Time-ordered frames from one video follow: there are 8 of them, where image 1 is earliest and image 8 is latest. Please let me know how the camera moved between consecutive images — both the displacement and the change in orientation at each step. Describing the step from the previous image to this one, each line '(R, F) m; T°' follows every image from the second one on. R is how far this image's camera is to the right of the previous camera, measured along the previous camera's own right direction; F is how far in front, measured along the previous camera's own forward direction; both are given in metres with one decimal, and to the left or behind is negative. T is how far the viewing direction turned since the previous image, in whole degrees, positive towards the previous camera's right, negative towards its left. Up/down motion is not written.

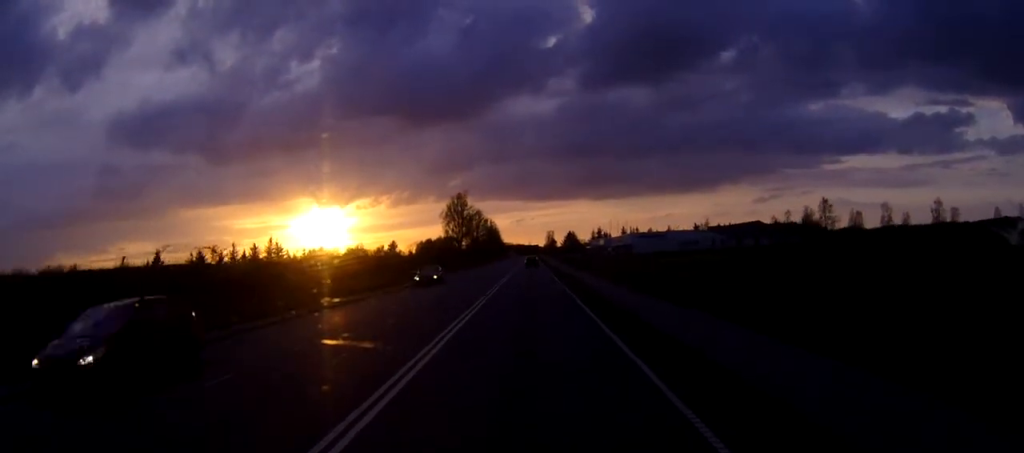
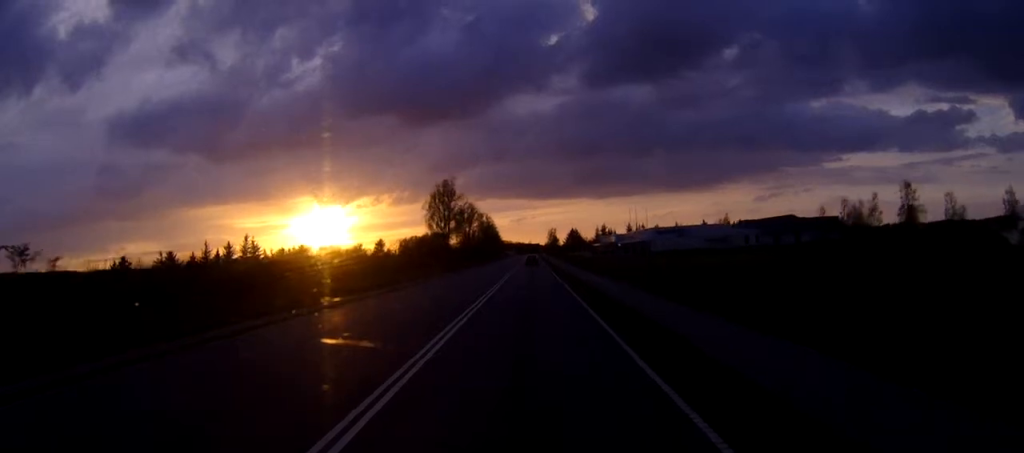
(0.0, +25.5) m; 0°
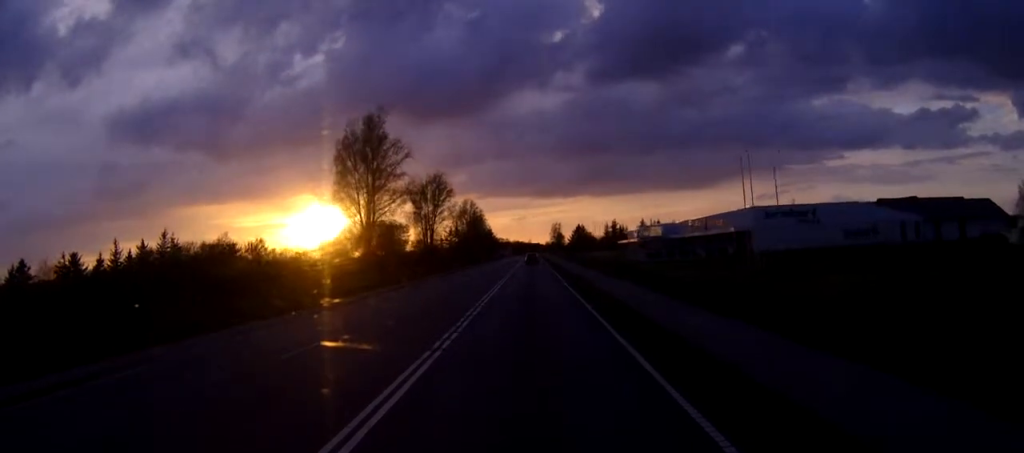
(0.0, +61.1) m; 0°
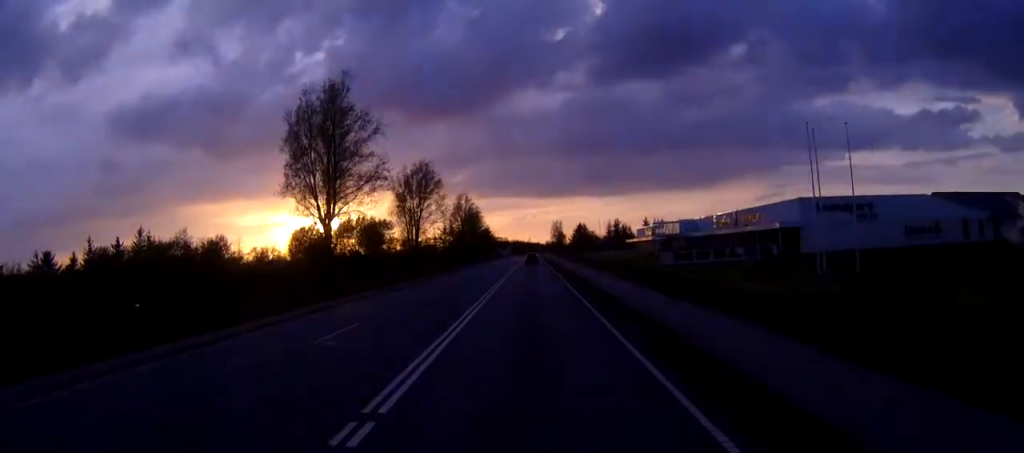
(0.0, +13.6) m; 0°
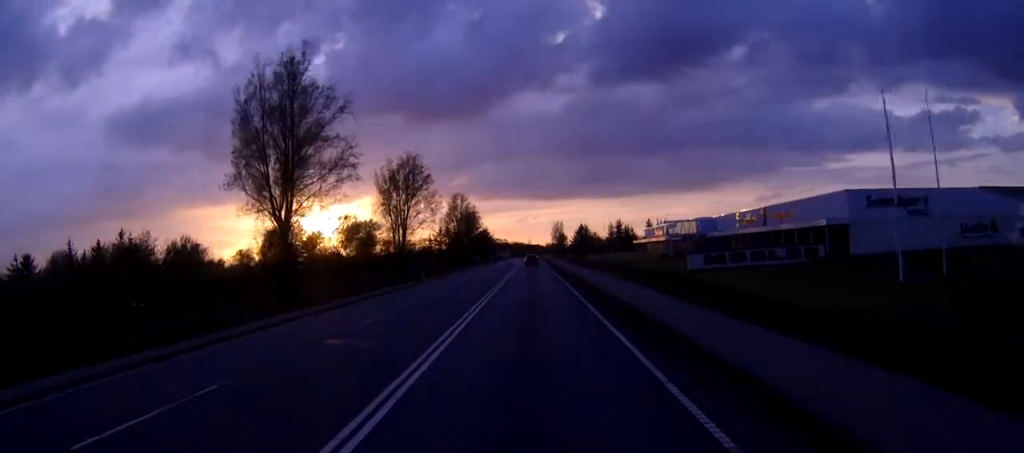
(0.0, +9.8) m; 0°
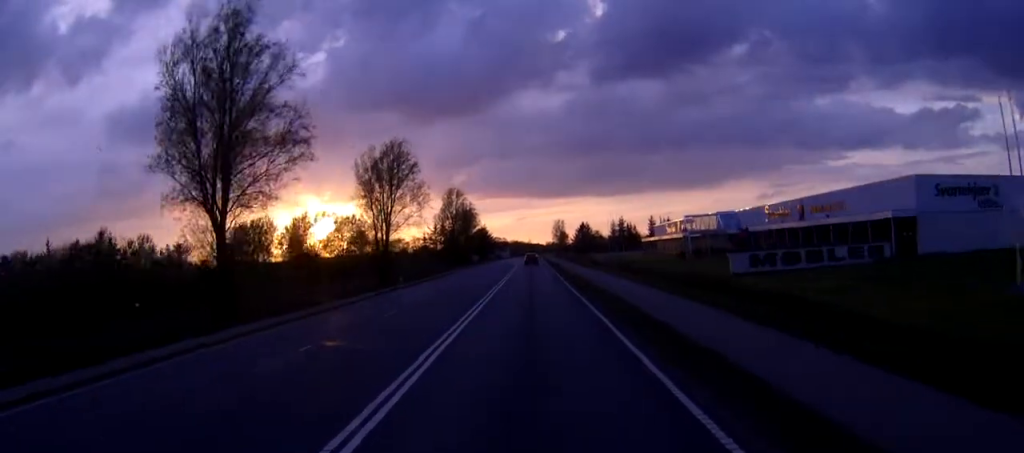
(0.0, +9.8) m; 0°
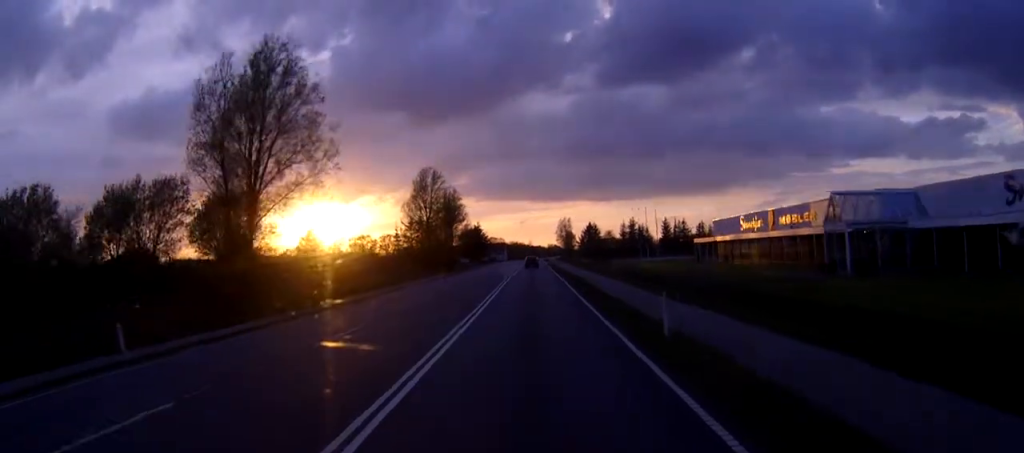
(-0.1, +37.7) m; 0°
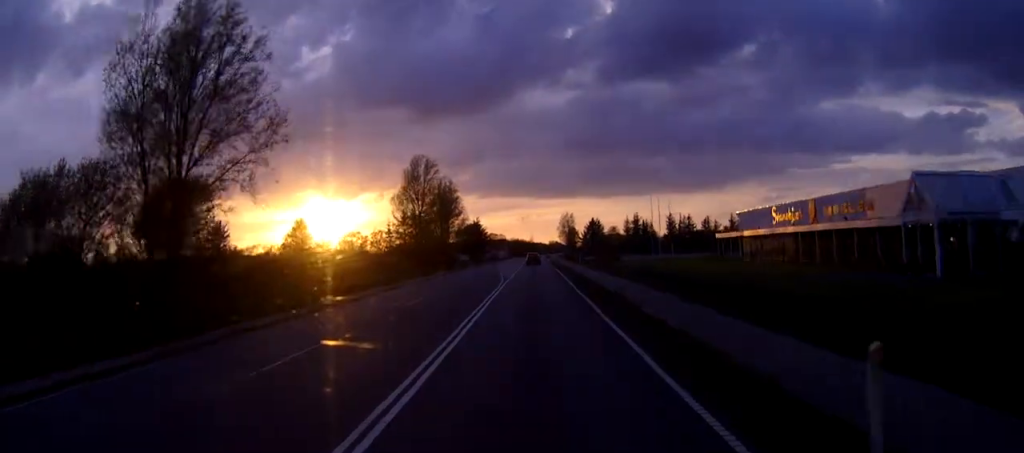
(0.0, +9.1) m; 0°
